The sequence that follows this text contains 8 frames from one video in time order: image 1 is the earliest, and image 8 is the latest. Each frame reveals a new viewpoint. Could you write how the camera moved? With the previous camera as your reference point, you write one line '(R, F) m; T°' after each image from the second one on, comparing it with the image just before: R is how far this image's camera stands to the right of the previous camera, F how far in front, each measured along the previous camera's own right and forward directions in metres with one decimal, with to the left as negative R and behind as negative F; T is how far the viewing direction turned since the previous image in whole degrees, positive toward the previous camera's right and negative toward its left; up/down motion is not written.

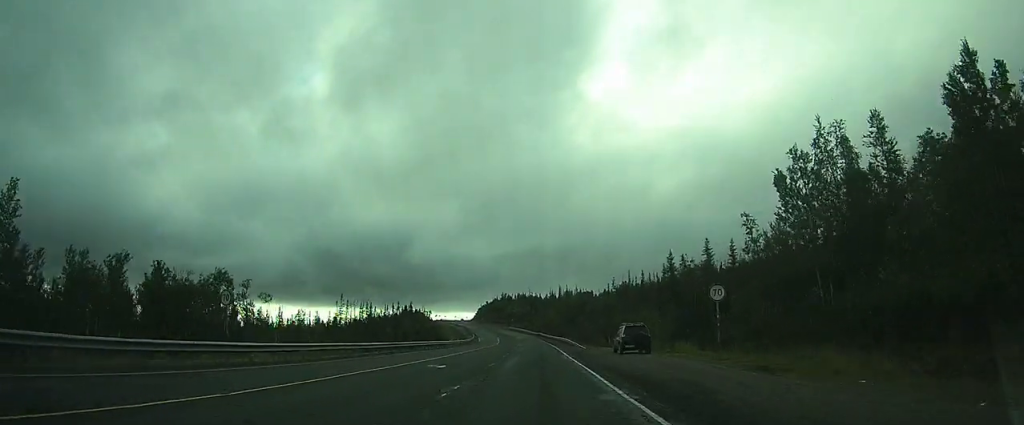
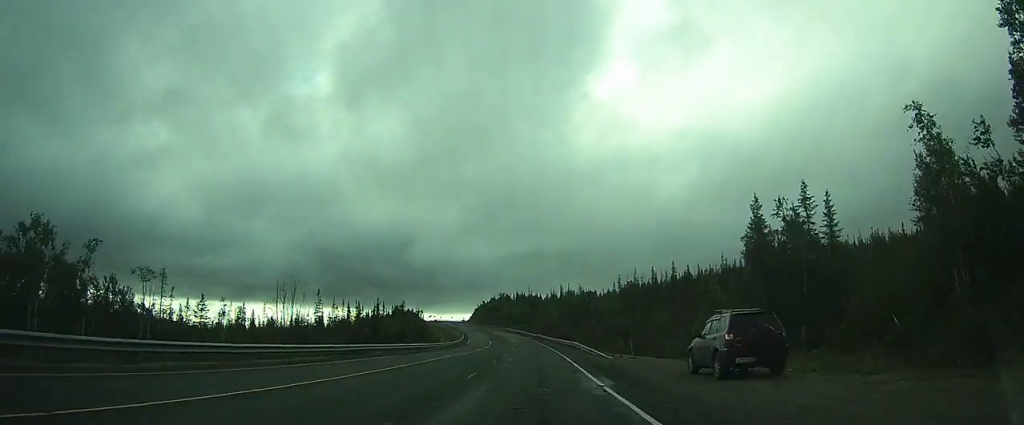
(+0.1, +18.3) m; 0°
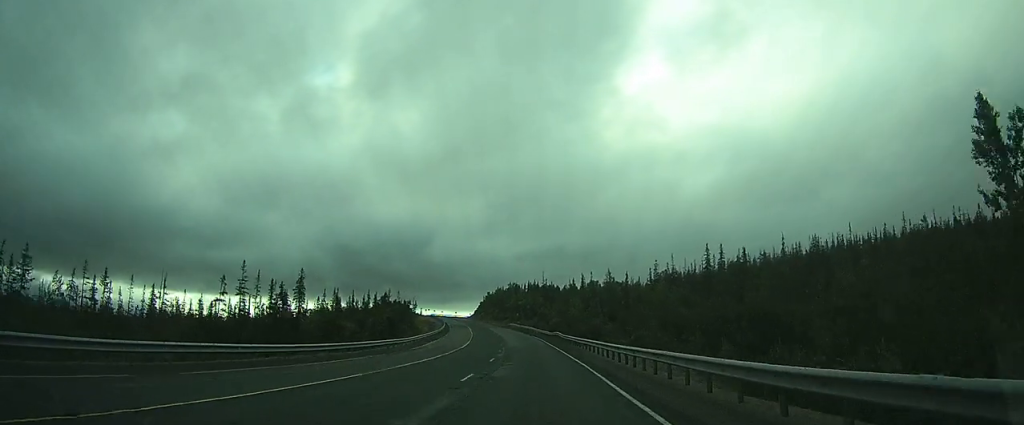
(-0.4, +47.6) m; -2°
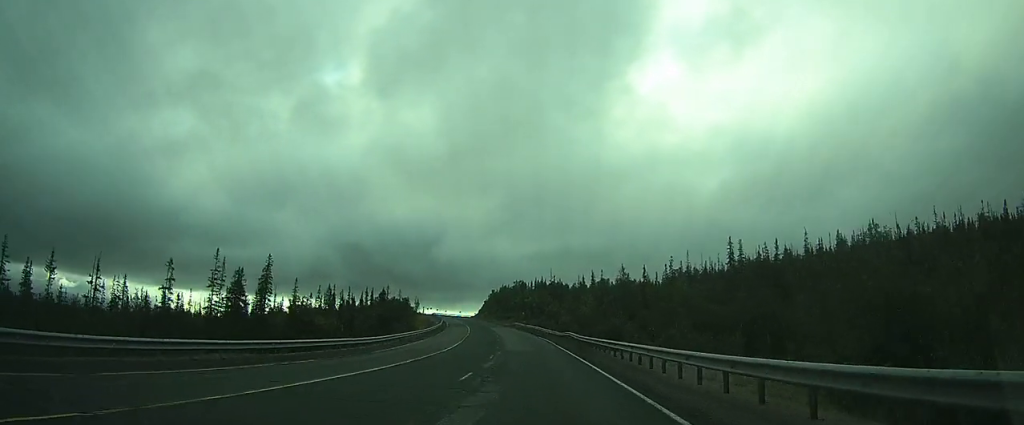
(0.0, +12.0) m; -1°
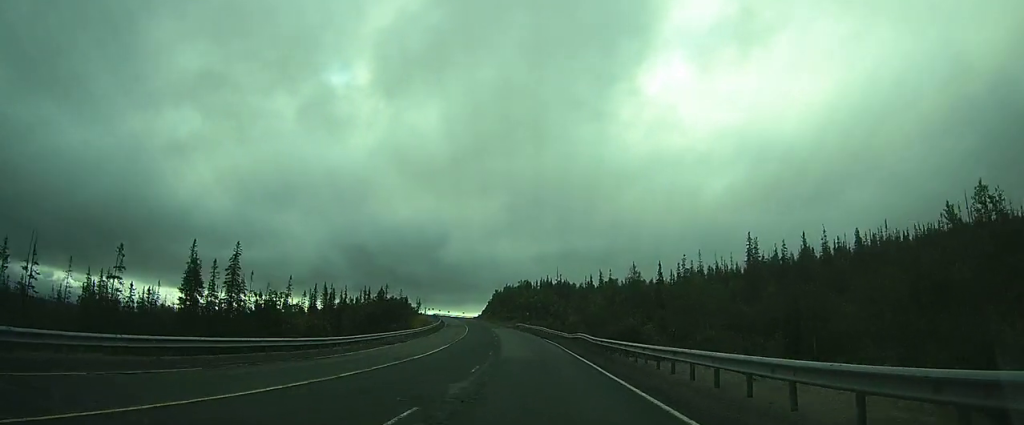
(-0.1, +8.4) m; -2°
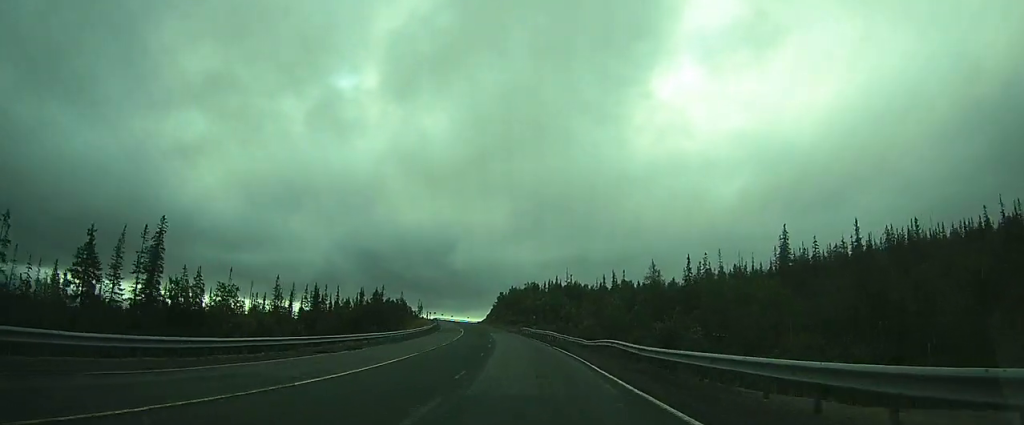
(-0.1, +13.4) m; -3°
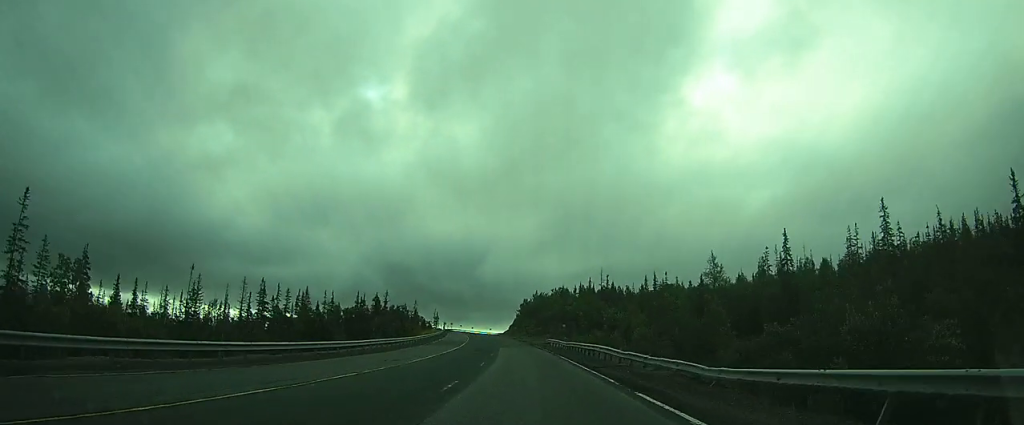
(-1.4, +23.1) m; -6°
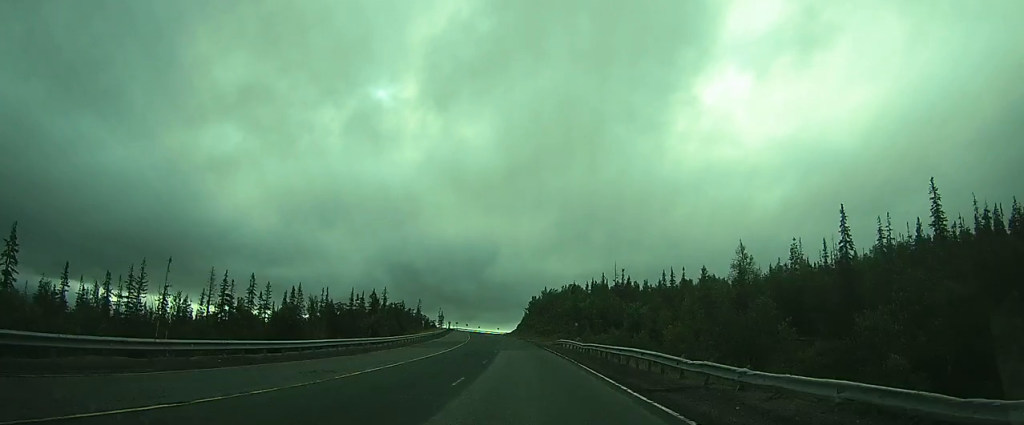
(+0.4, +8.9) m; -3°
